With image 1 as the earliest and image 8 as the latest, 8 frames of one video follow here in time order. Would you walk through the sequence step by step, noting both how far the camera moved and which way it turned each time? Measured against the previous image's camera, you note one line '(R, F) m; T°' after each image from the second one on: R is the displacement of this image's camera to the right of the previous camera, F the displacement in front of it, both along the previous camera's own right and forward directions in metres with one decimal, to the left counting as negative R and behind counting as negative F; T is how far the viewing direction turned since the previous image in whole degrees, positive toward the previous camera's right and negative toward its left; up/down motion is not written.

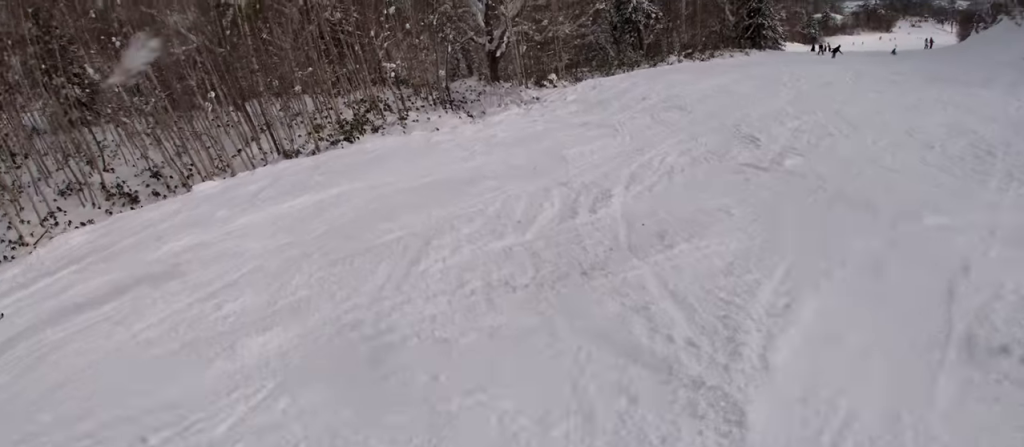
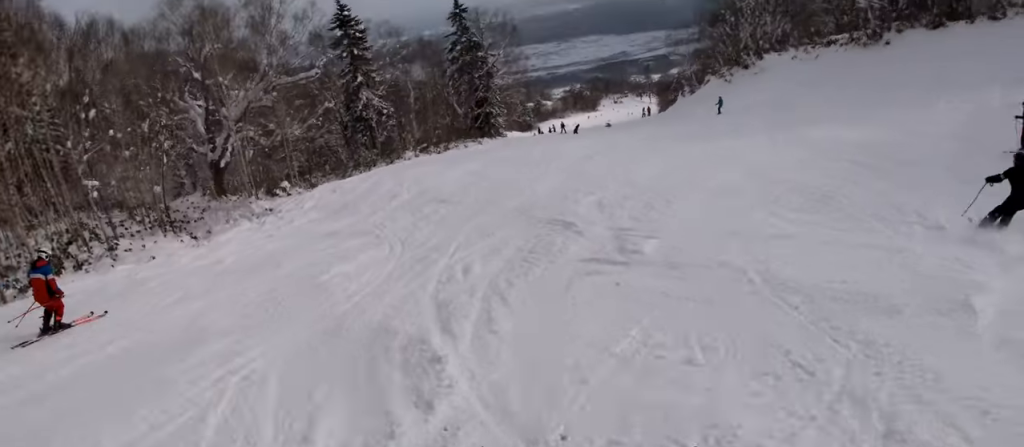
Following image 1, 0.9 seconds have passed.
(0.0, +4.2) m; +6°
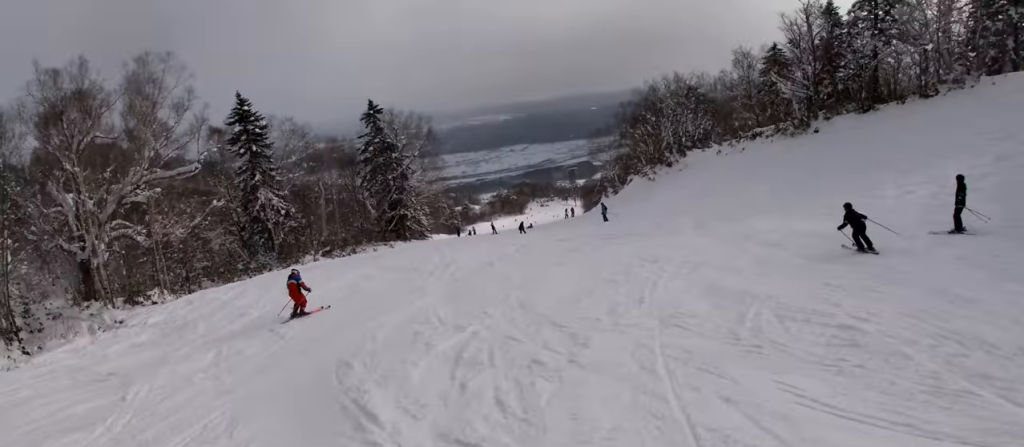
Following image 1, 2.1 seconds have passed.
(+0.8, +5.5) m; +10°
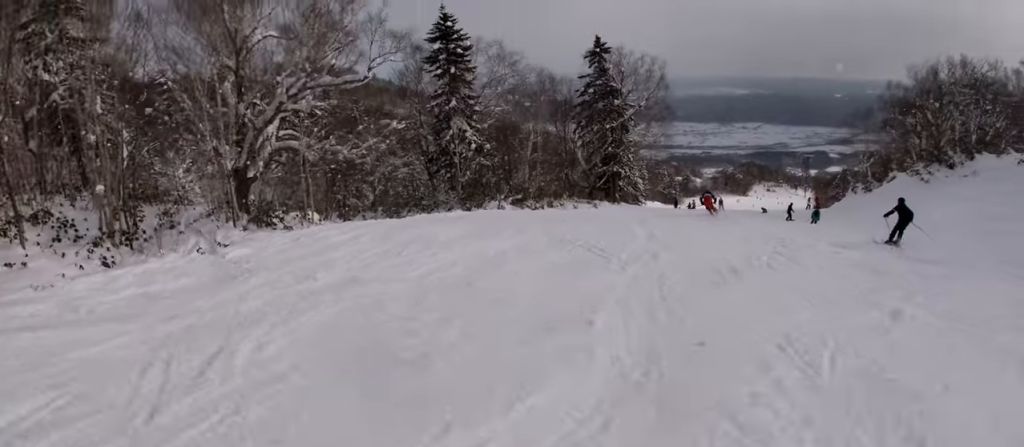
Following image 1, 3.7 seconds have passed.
(-0.9, +8.4) m; -16°
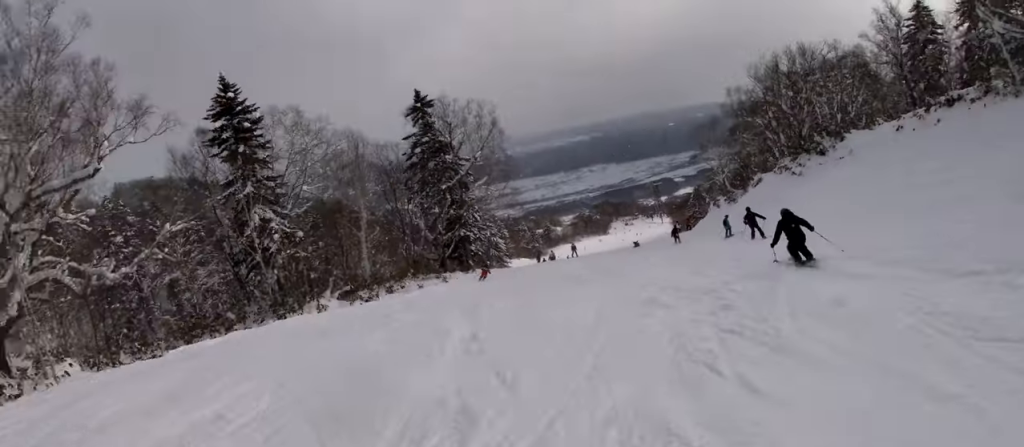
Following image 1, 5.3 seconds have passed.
(+1.6, +7.4) m; +18°
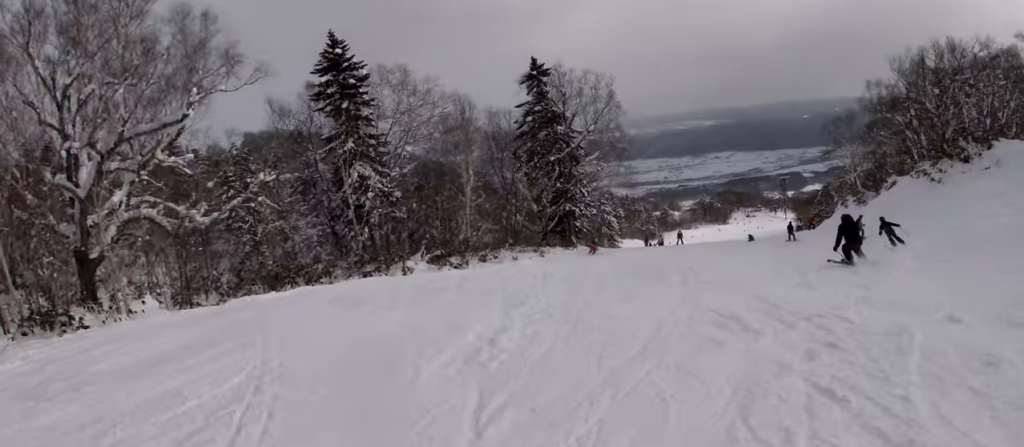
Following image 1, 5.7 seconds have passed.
(+0.5, +1.9) m; +1°
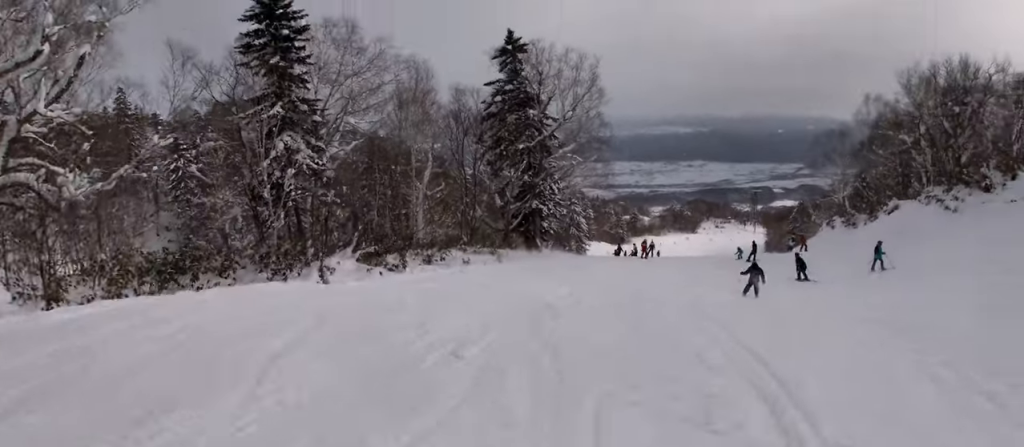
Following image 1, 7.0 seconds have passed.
(-1.7, +5.8) m; -11°
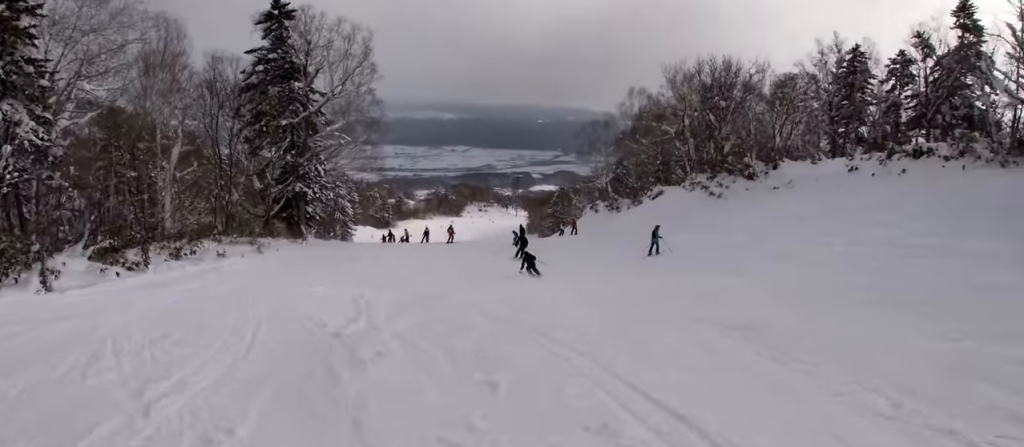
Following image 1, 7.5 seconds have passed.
(-0.4, +2.4) m; +11°
